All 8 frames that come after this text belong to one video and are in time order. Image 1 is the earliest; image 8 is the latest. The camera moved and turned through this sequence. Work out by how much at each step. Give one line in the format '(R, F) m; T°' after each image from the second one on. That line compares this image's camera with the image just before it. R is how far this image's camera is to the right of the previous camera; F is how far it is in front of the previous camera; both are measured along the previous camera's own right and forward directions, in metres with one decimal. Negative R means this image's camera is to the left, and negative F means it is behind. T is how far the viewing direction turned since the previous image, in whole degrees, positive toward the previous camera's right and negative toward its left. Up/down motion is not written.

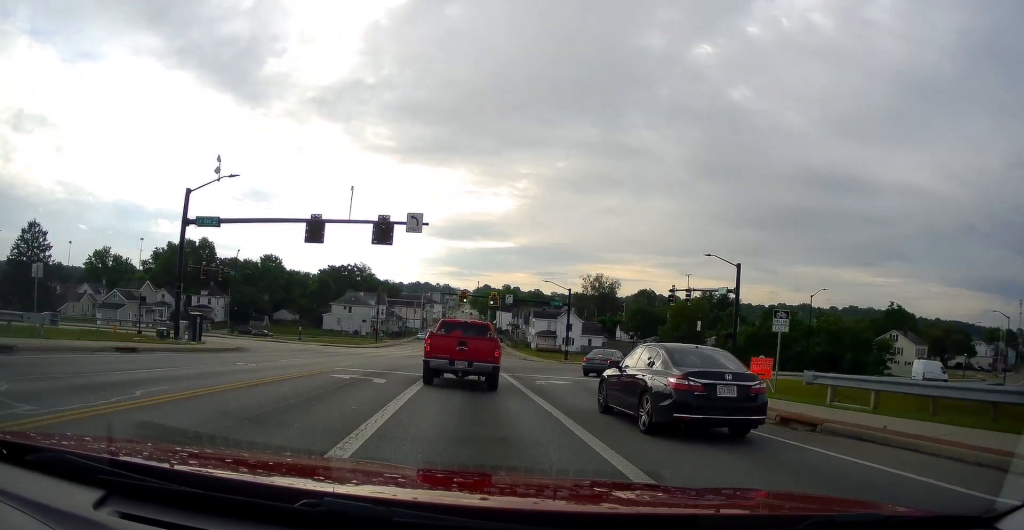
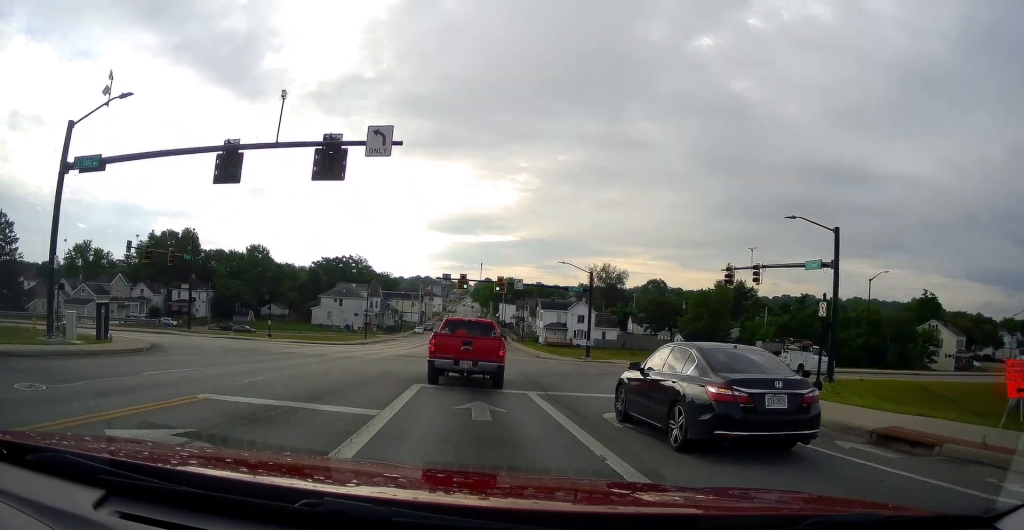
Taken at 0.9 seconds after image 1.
(+0.1, +11.1) m; -1°
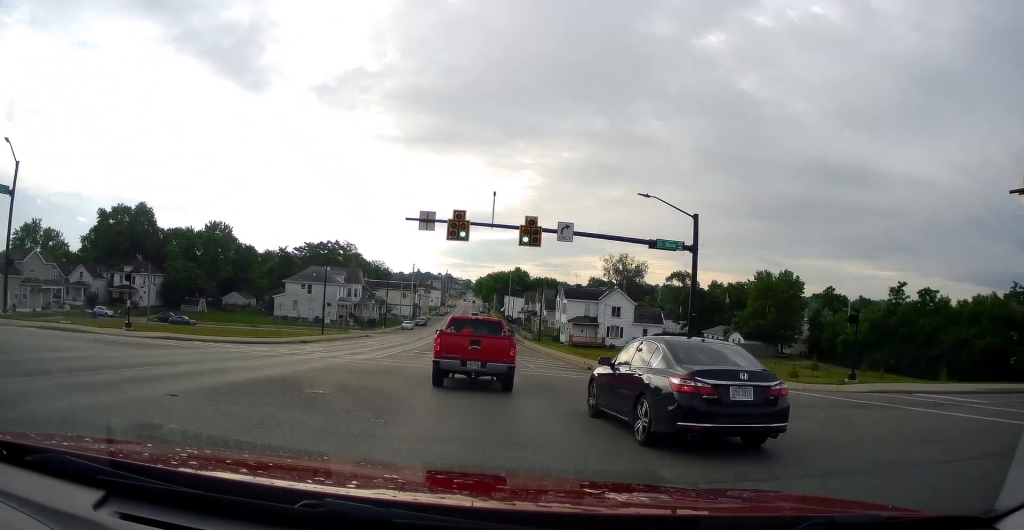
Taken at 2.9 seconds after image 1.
(-0.4, +24.7) m; +2°
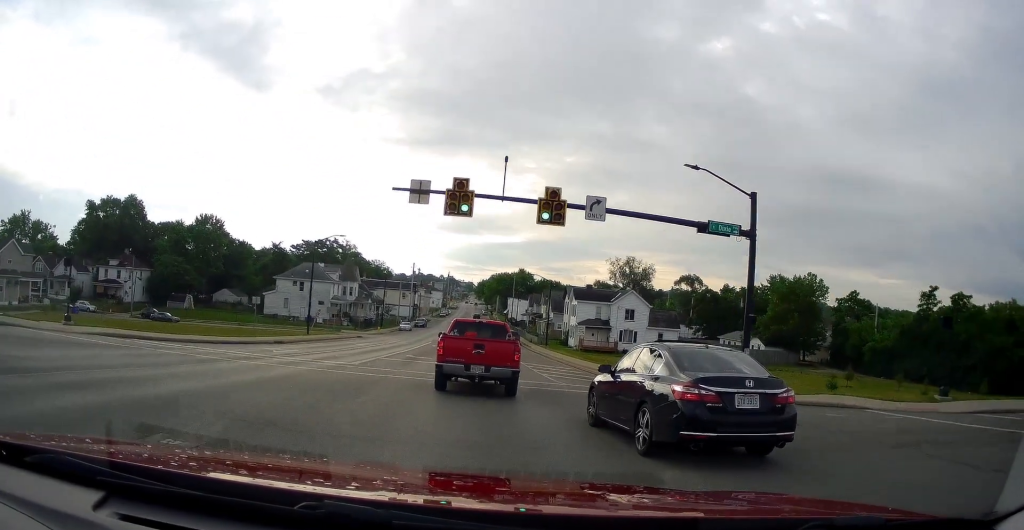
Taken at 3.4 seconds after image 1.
(0.0, +6.0) m; +1°
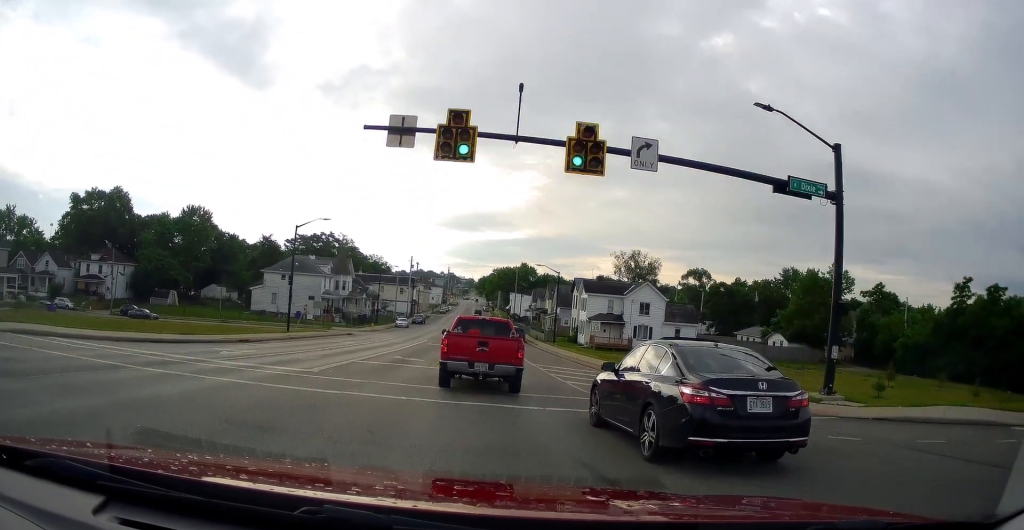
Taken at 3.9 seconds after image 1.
(+0.3, +6.2) m; -1°
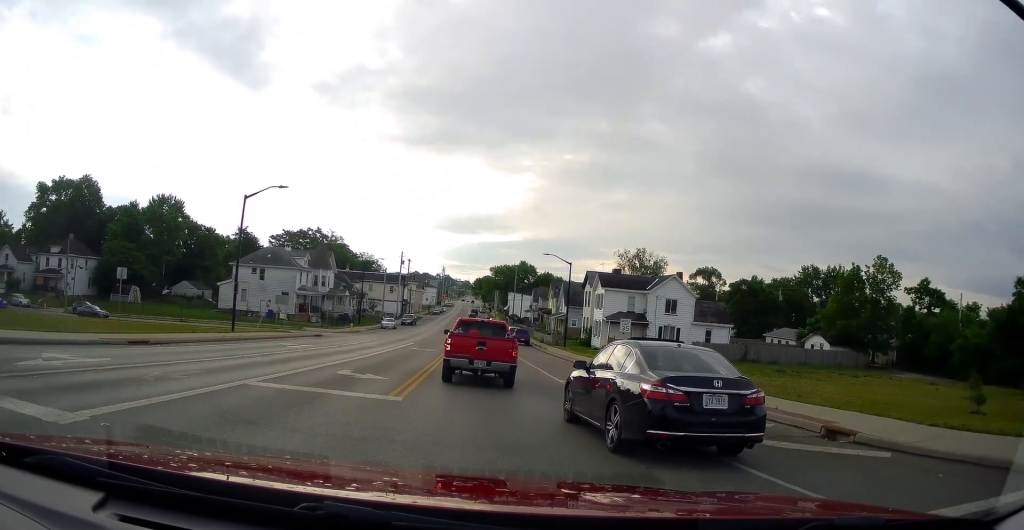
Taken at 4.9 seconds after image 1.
(-0.4, +11.8) m; -2°
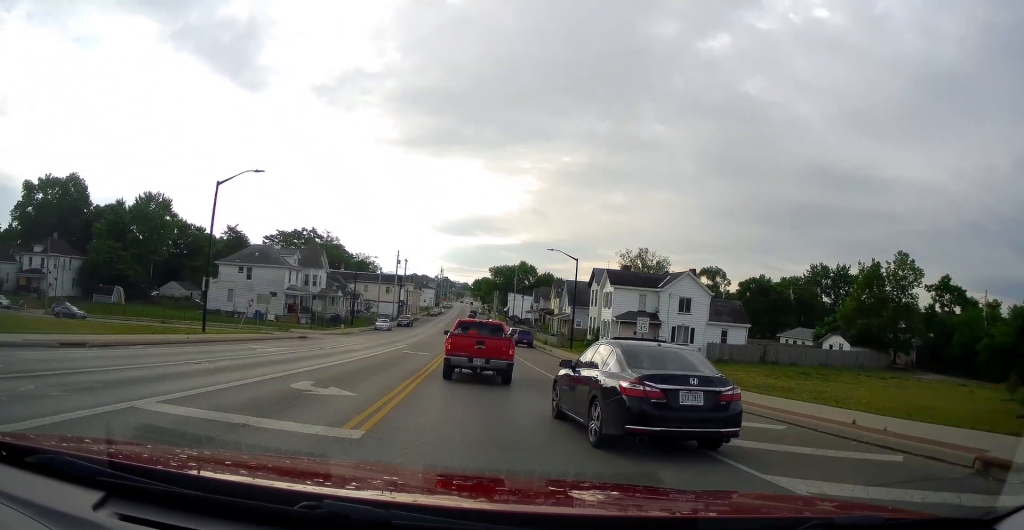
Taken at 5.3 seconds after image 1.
(-0.3, +4.6) m; -1°
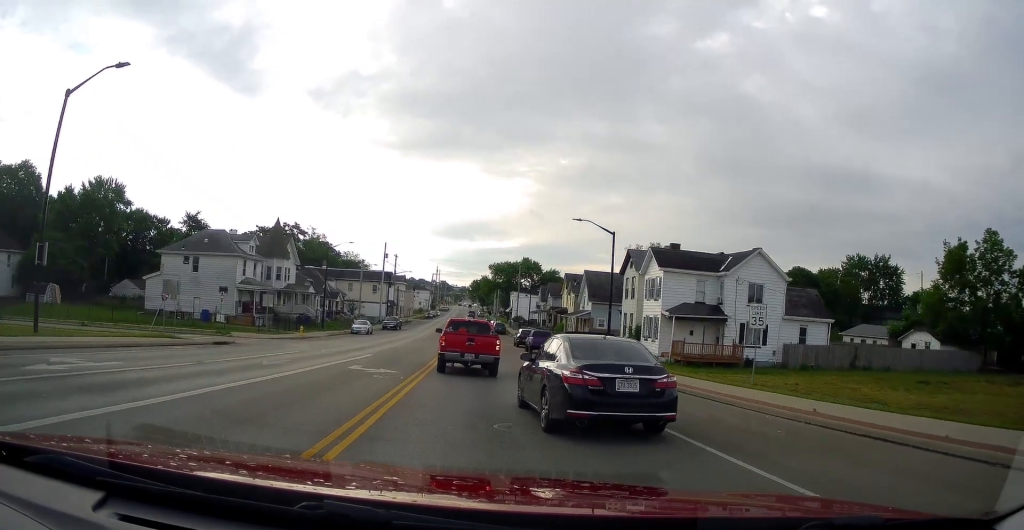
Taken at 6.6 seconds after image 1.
(+0.7, +14.8) m; +3°
